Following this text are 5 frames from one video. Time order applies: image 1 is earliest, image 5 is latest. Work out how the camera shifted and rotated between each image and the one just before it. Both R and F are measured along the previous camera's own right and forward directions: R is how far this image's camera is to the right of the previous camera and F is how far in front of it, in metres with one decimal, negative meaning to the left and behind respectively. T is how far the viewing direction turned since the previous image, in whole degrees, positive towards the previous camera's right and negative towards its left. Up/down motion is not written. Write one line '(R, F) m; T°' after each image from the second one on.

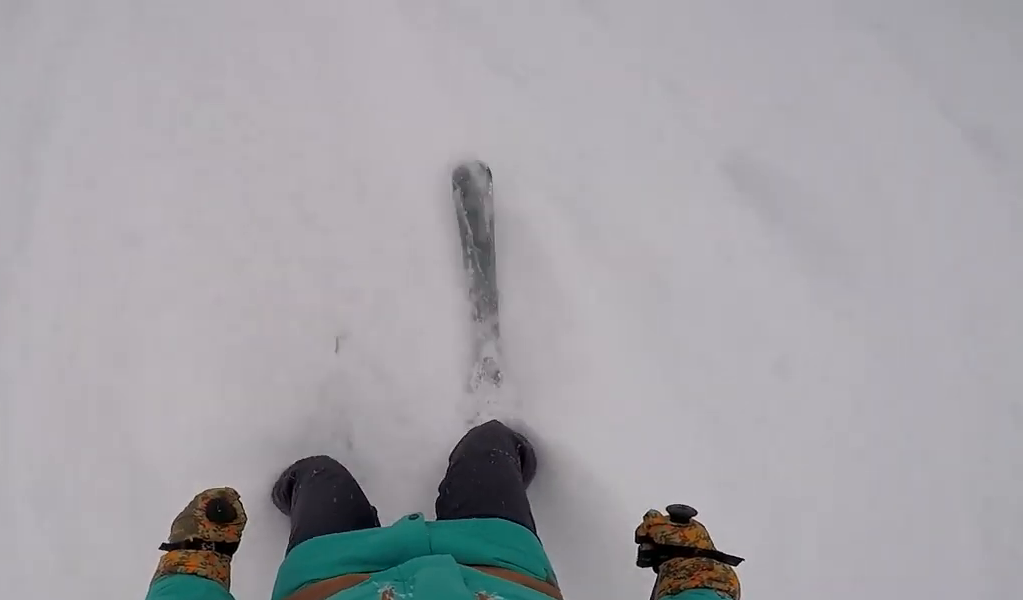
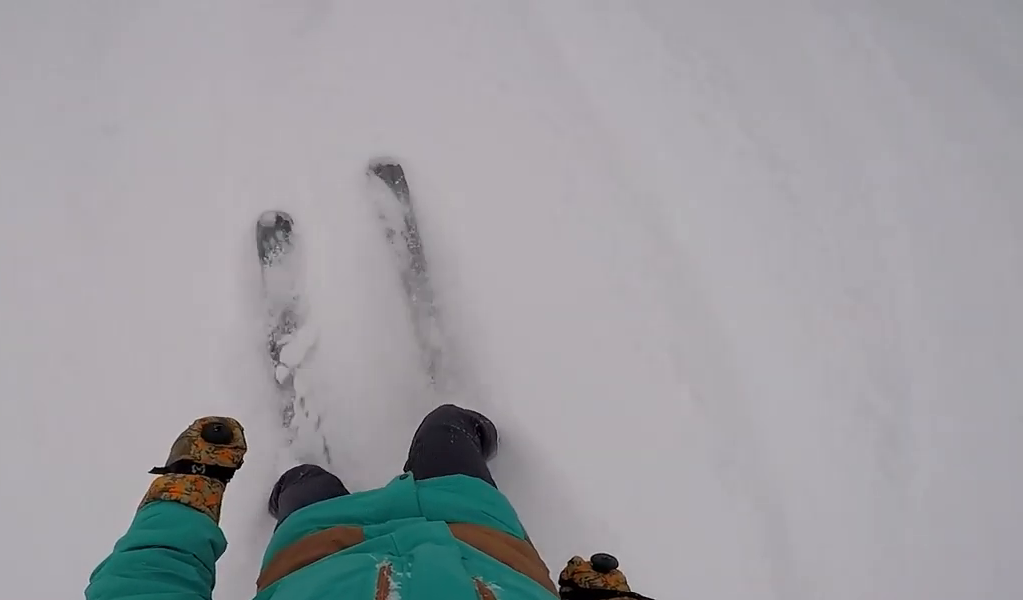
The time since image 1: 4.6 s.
(-11.4, +31.8) m; -14°
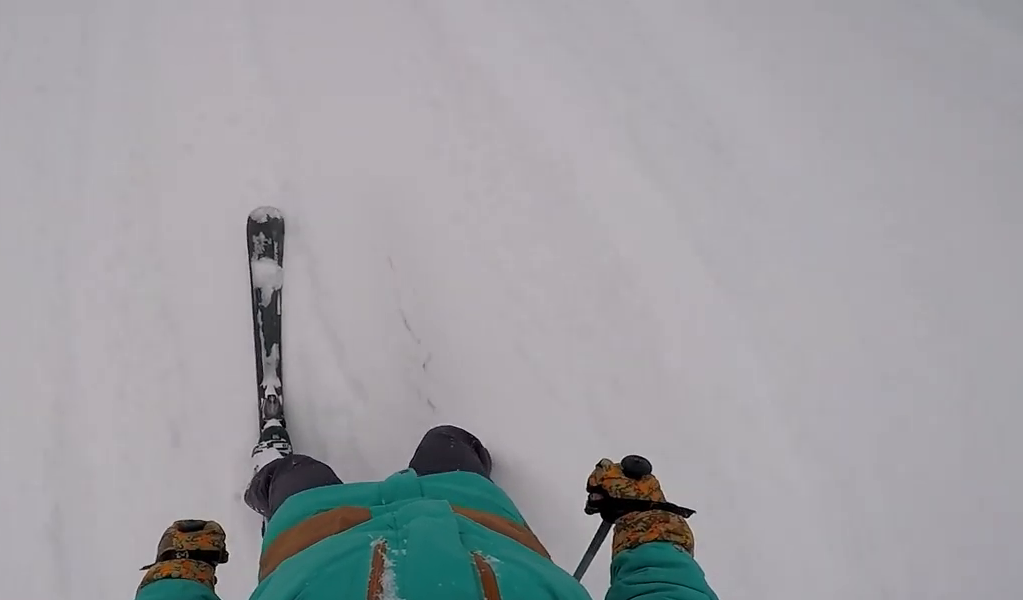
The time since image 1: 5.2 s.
(+0.9, +4.1) m; +5°
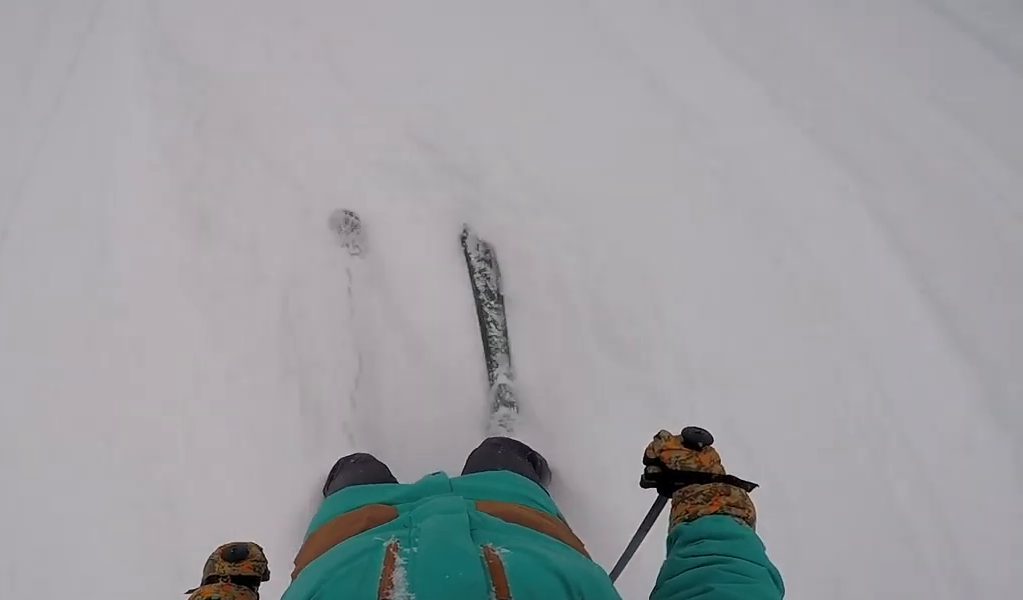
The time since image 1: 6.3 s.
(+0.3, +7.7) m; -6°
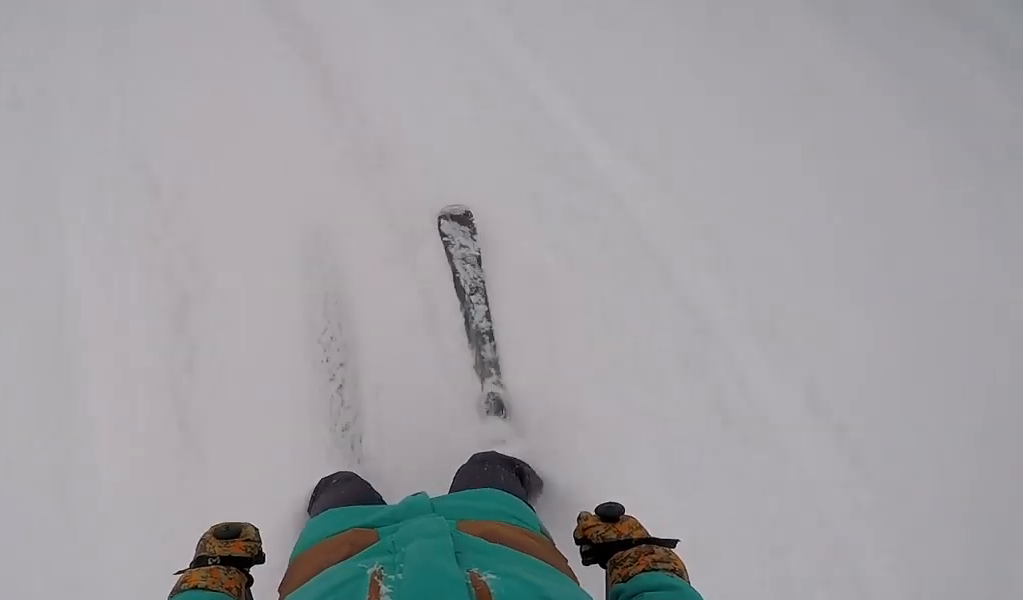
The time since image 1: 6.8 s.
(-0.2, +4.0) m; -6°
